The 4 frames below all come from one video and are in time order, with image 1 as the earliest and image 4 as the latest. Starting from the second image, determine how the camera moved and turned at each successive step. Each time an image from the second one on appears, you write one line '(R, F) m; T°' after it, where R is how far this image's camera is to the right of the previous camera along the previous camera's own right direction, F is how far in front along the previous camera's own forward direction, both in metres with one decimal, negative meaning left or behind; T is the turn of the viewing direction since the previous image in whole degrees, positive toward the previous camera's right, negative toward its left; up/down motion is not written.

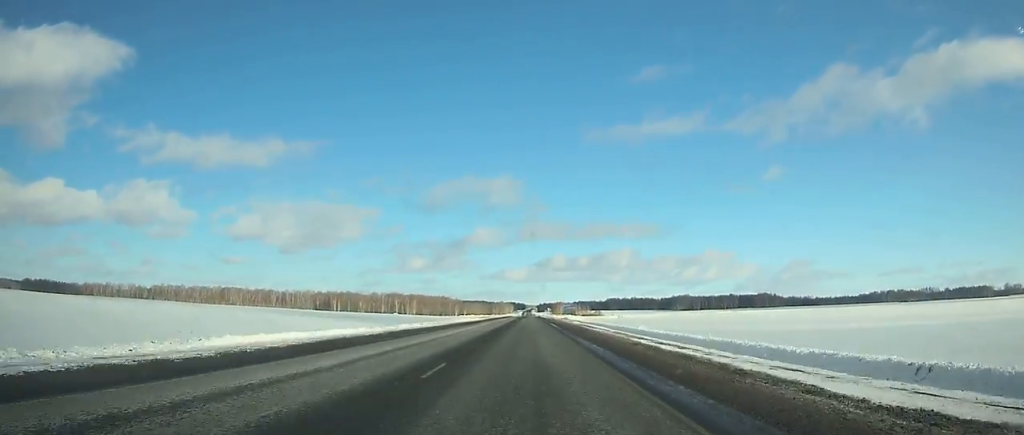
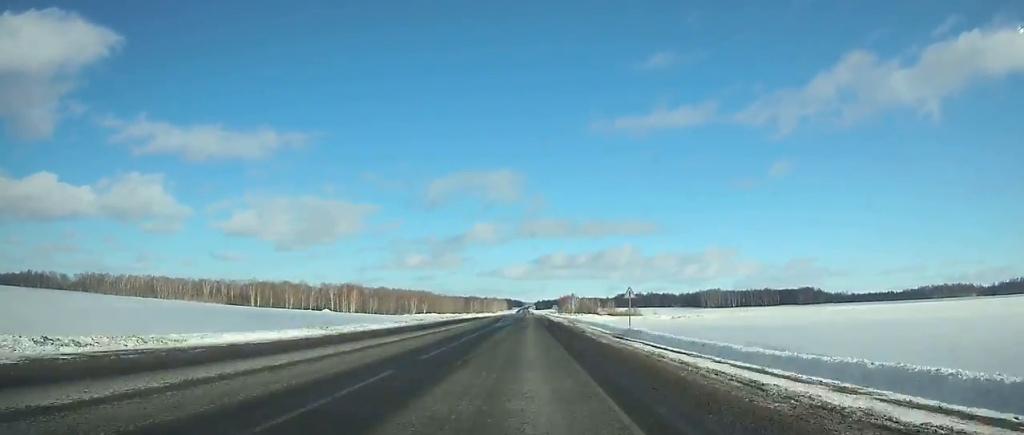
(+0.9, +164.5) m; +1°
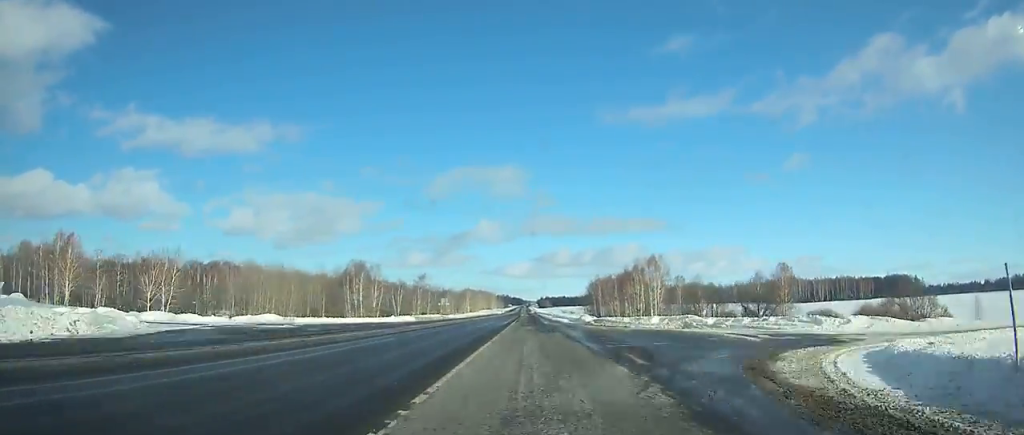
(-0.2, +228.4) m; -1°
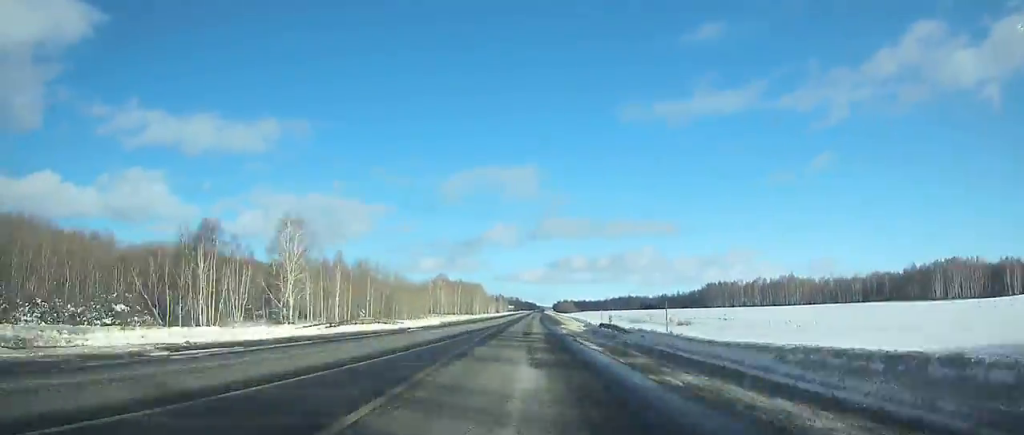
(-1.4, +214.8) m; -1°
